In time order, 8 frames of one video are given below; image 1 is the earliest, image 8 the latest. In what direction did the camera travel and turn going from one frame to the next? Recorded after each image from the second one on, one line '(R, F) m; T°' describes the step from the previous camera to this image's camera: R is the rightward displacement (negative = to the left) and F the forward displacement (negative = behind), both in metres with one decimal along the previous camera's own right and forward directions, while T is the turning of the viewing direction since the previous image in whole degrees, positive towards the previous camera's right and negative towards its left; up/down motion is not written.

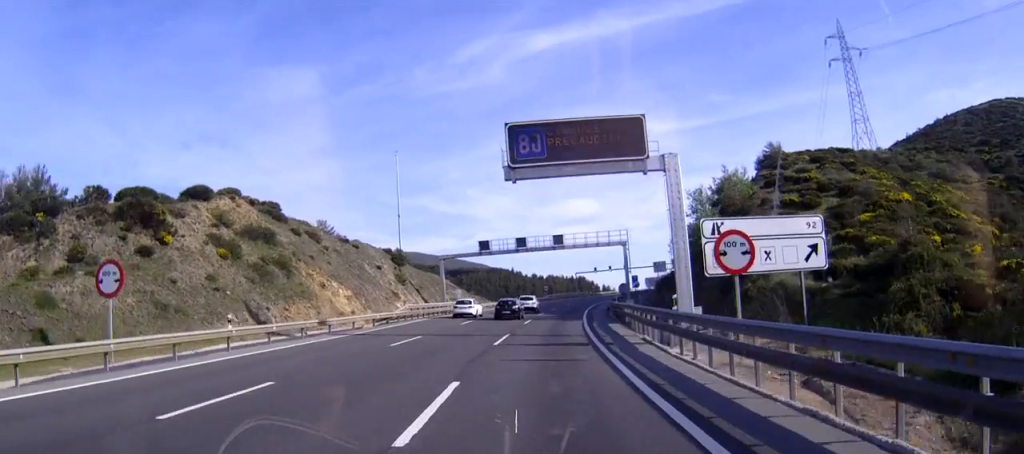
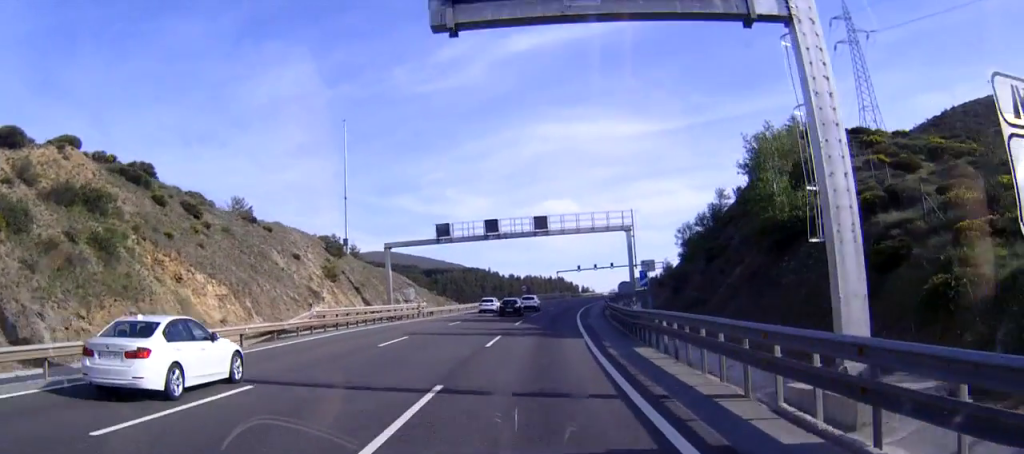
(+0.3, +18.2) m; +1°
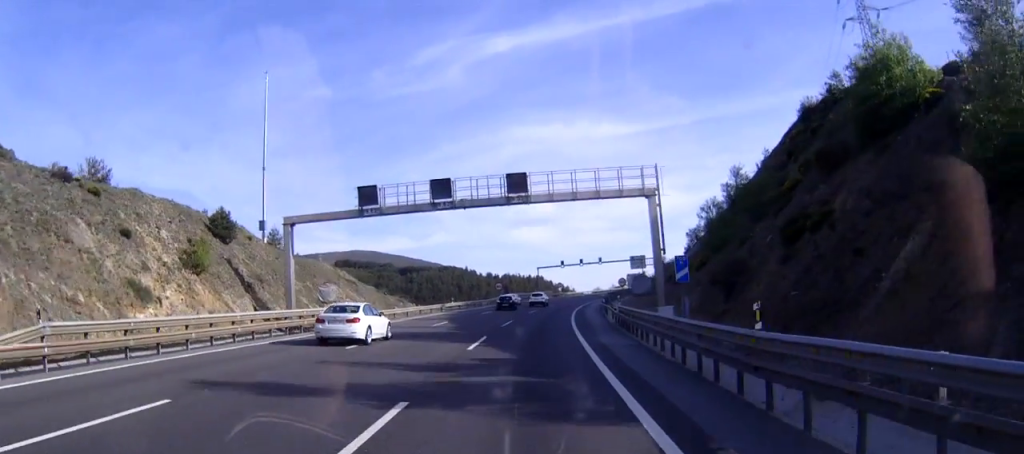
(+0.2, +19.9) m; +1°
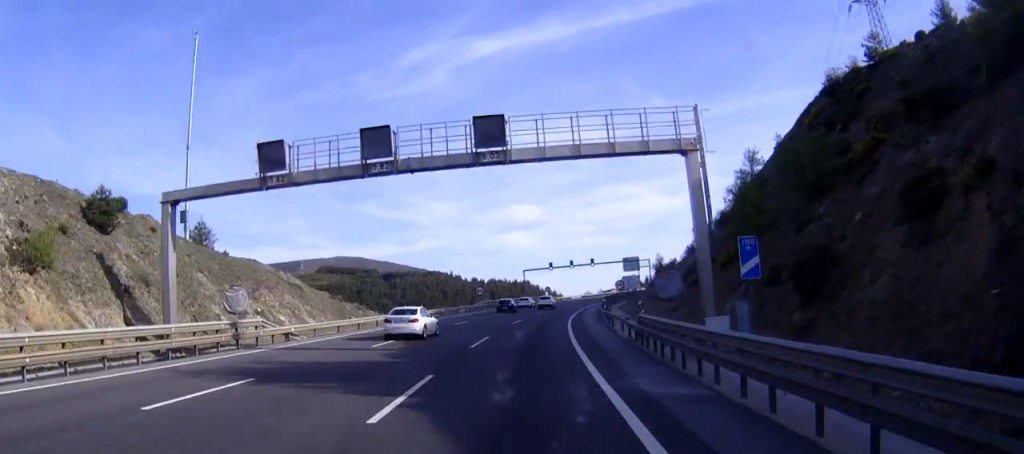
(+0.2, +12.5) m; +1°
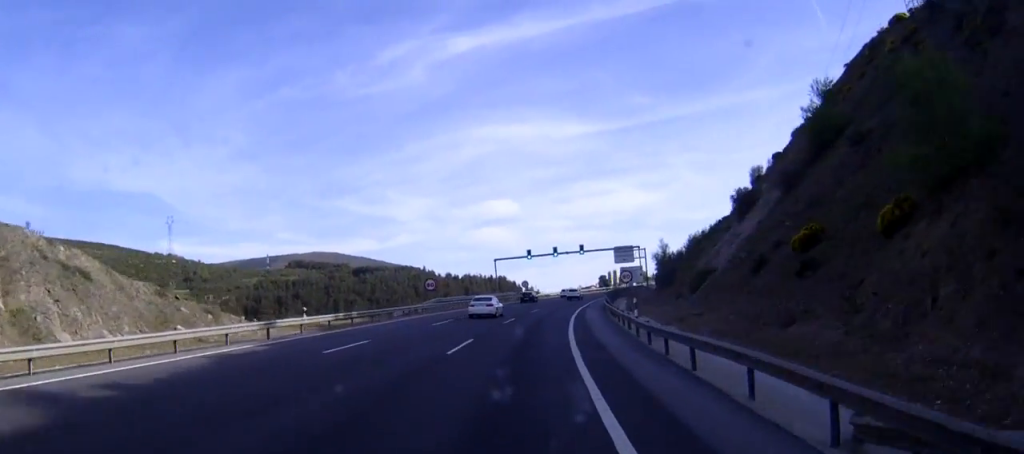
(+0.4, +26.7) m; +2°
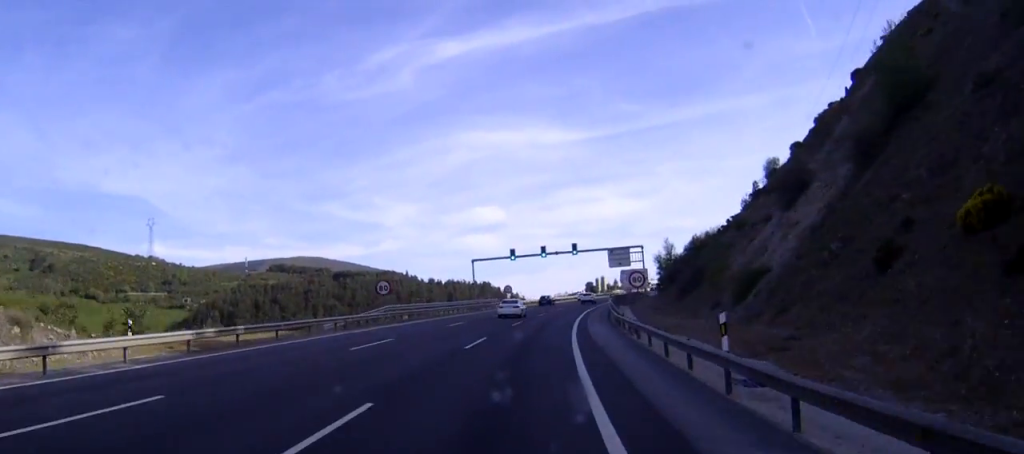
(+0.2, +15.4) m; +1°
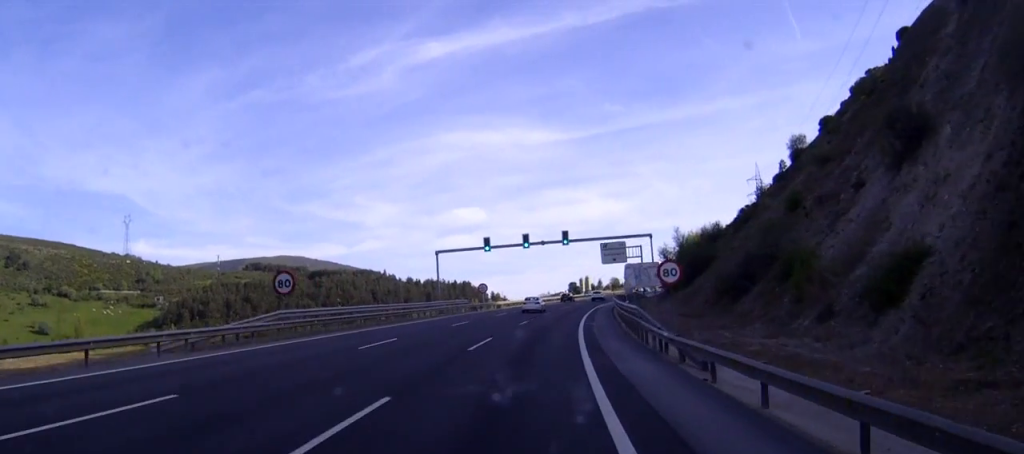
(+0.1, +18.2) m; +2°
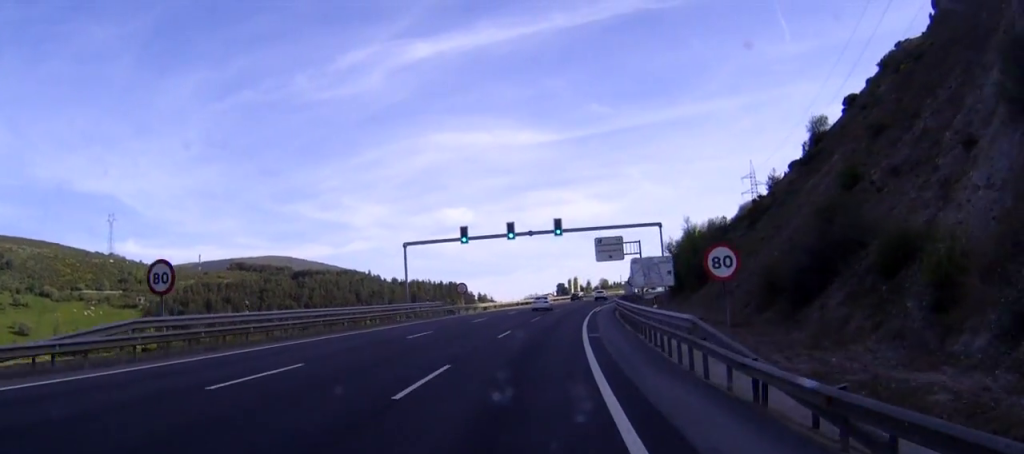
(+0.3, +11.4) m; +1°
